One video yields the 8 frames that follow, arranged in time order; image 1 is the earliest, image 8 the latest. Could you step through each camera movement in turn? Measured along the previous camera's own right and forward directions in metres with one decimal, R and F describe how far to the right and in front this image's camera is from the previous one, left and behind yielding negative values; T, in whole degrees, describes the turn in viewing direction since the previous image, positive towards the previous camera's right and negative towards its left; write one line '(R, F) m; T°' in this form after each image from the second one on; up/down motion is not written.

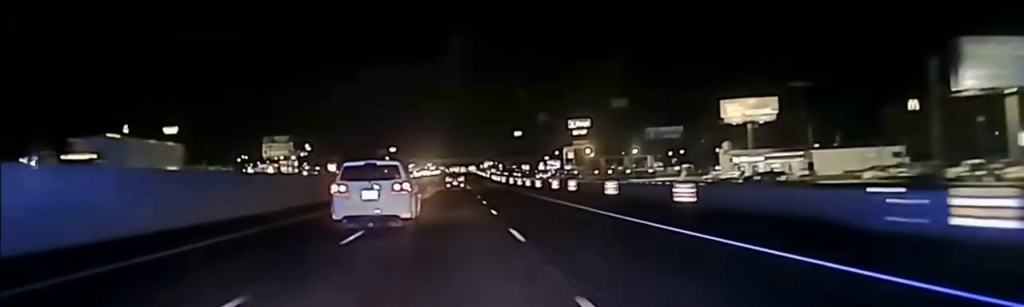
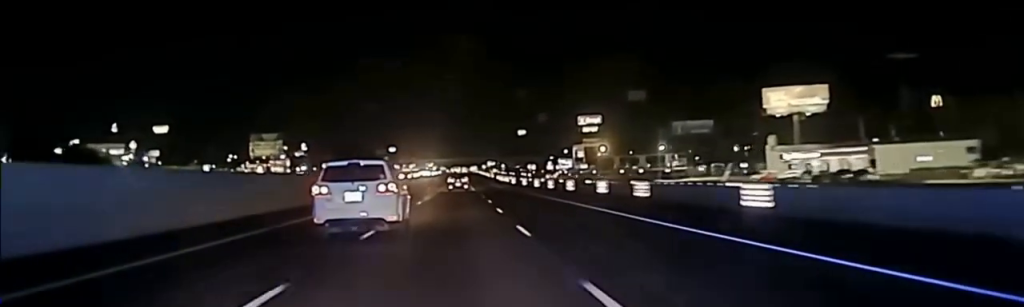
(-0.1, +27.4) m; 0°
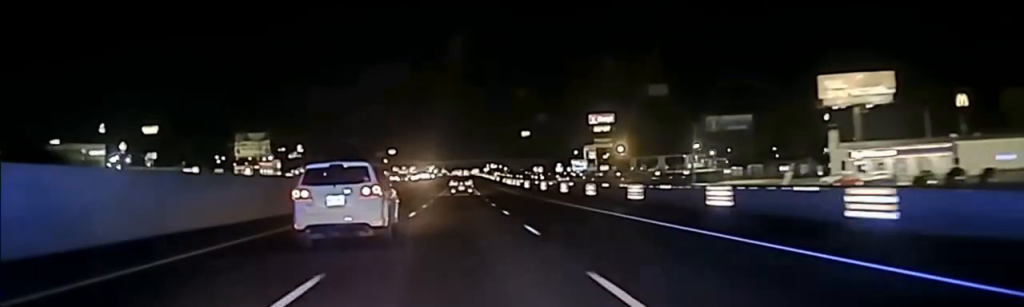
(0.0, +25.4) m; 0°
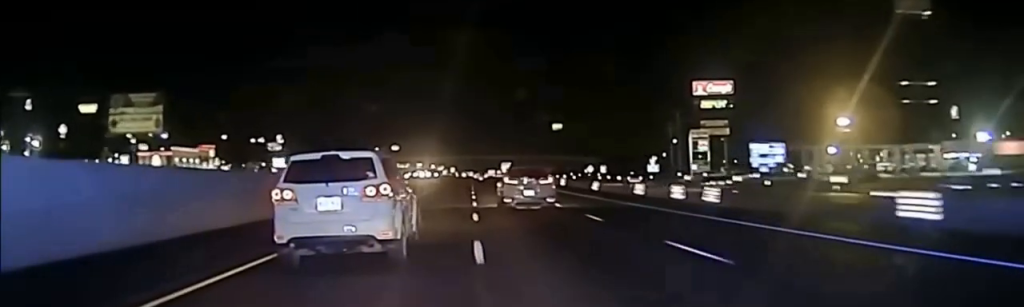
(-0.1, +117.1) m; 0°
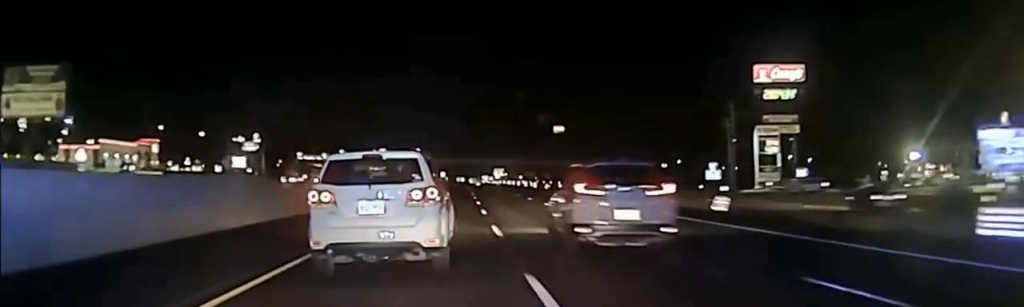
(+0.2, +35.3) m; 0°
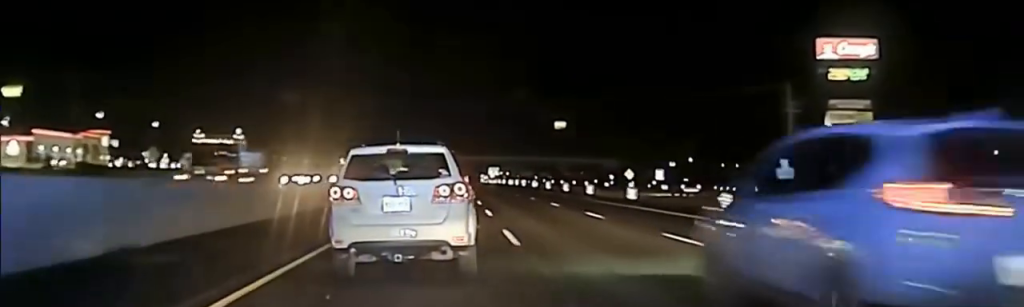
(+0.1, +24.0) m; 0°
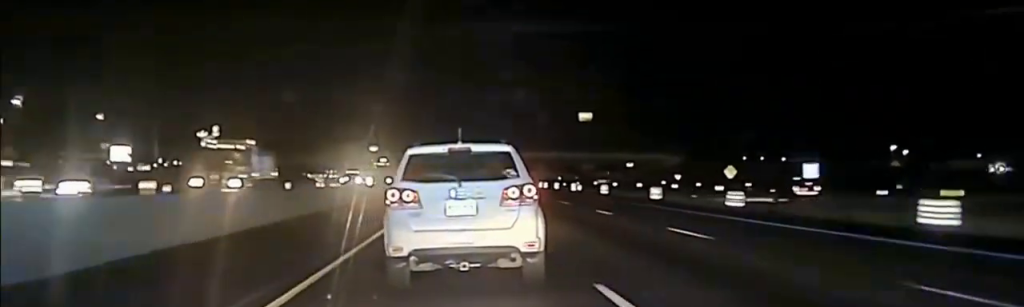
(0.0, +52.5) m; 0°
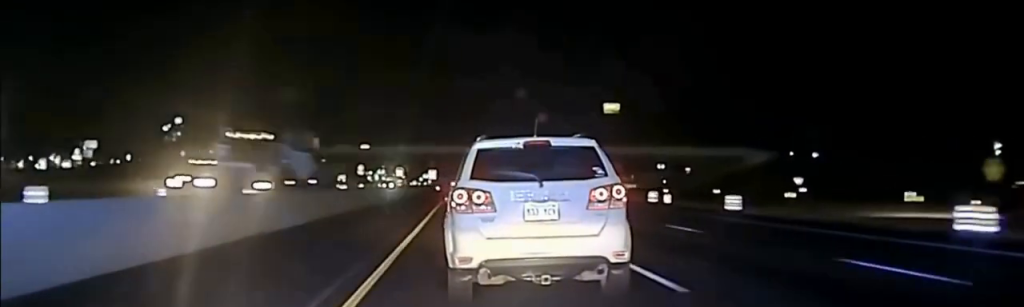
(-0.3, +56.4) m; 0°
